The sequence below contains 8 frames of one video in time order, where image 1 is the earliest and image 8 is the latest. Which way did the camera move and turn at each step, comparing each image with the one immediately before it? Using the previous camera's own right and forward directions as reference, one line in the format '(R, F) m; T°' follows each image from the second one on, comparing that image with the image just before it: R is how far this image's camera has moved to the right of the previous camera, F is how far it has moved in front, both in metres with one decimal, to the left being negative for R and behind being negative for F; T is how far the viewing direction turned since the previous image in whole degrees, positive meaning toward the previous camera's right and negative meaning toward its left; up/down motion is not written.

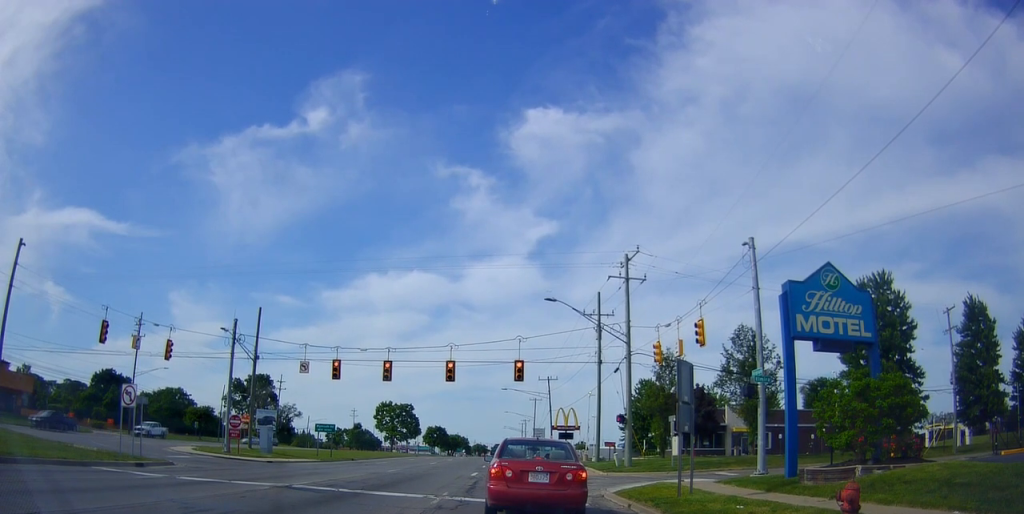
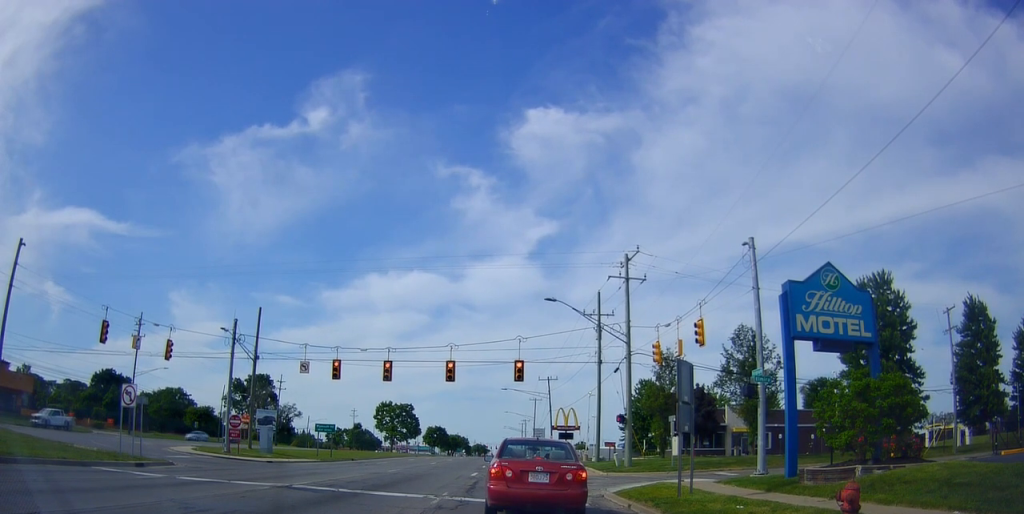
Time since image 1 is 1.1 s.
(0.0, 0.0) m; 0°
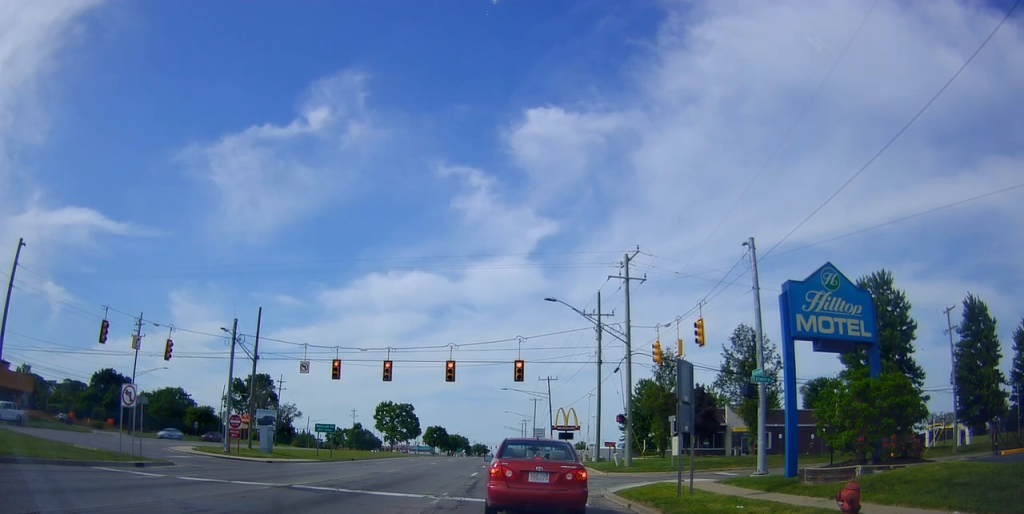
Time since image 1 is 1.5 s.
(0.0, 0.0) m; 0°
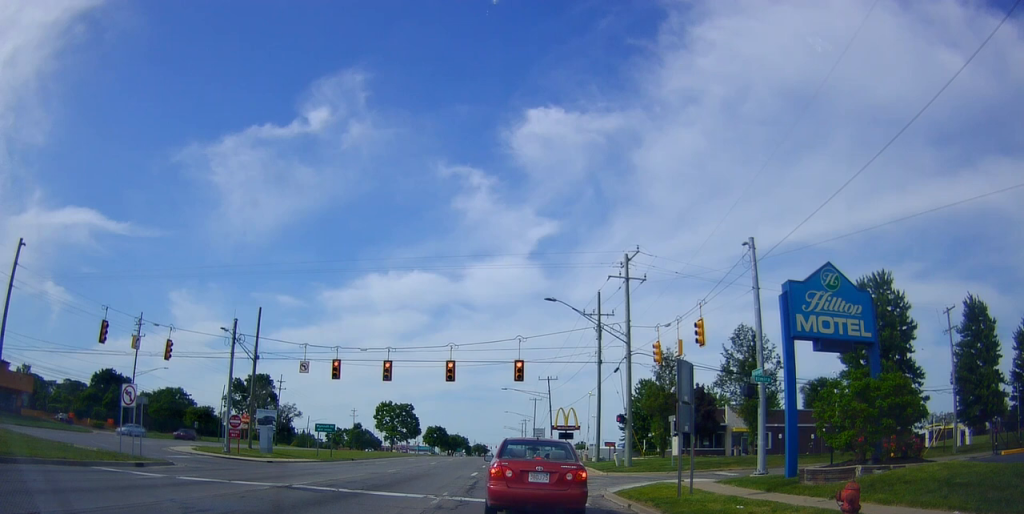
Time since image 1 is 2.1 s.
(0.0, 0.0) m; 0°
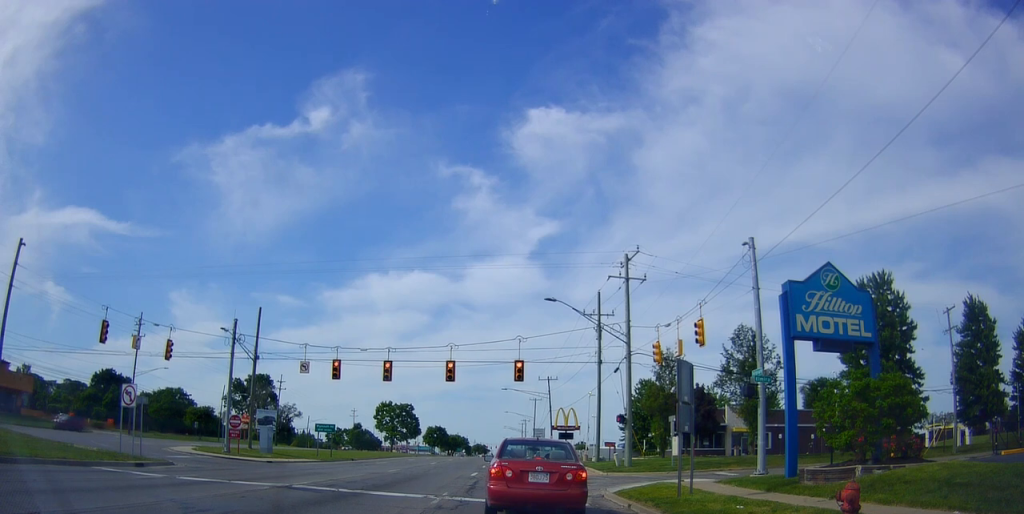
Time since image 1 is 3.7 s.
(0.0, 0.0) m; 0°
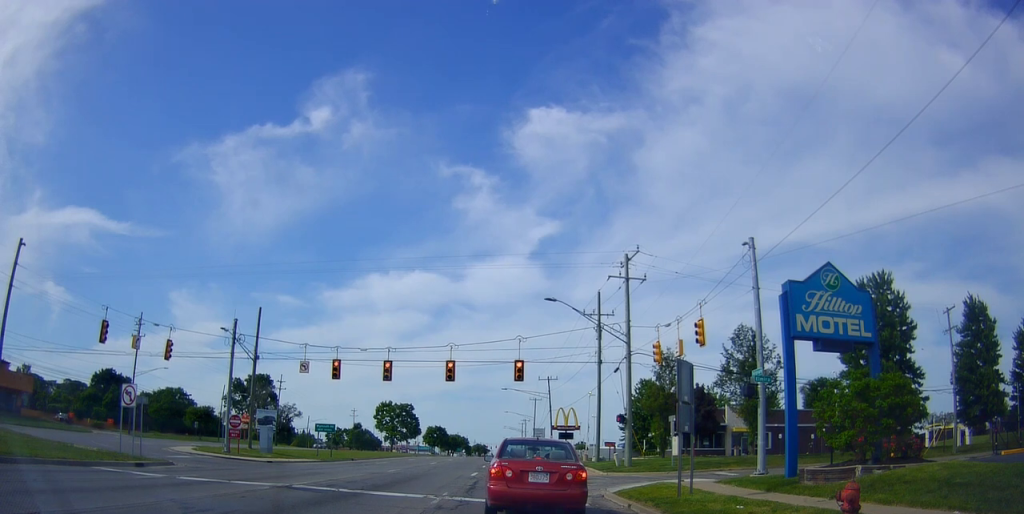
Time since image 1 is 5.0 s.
(0.0, 0.0) m; 0°
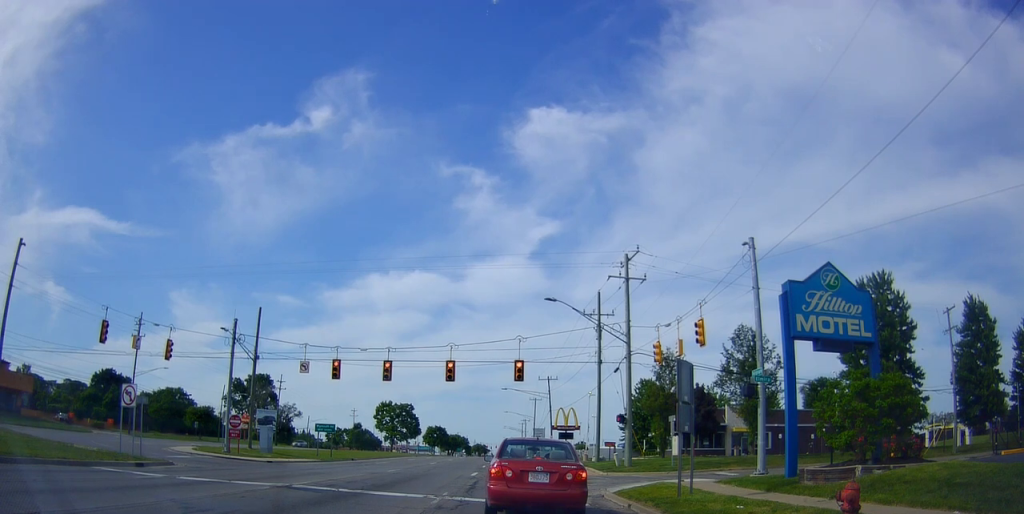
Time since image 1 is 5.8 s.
(0.0, 0.0) m; 0°
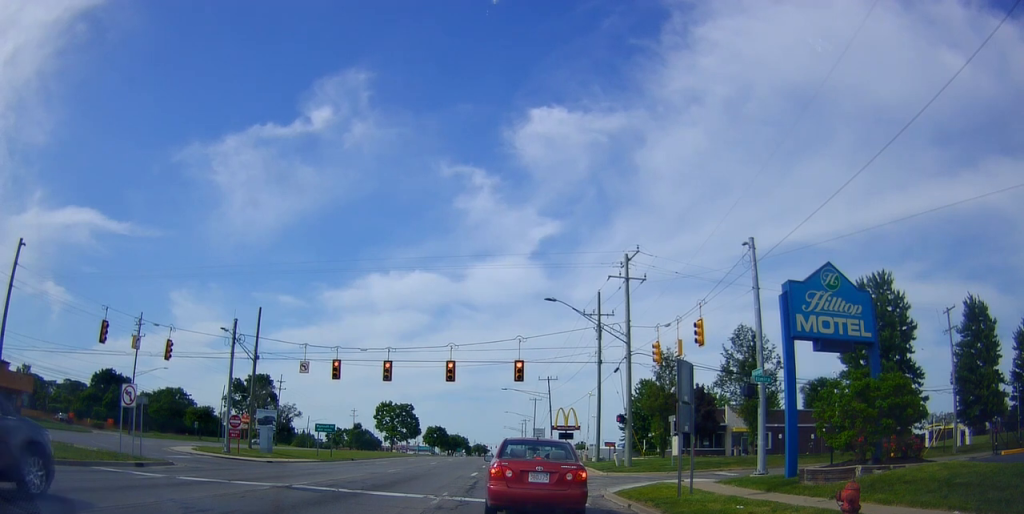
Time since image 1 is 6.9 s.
(0.0, 0.0) m; 0°
